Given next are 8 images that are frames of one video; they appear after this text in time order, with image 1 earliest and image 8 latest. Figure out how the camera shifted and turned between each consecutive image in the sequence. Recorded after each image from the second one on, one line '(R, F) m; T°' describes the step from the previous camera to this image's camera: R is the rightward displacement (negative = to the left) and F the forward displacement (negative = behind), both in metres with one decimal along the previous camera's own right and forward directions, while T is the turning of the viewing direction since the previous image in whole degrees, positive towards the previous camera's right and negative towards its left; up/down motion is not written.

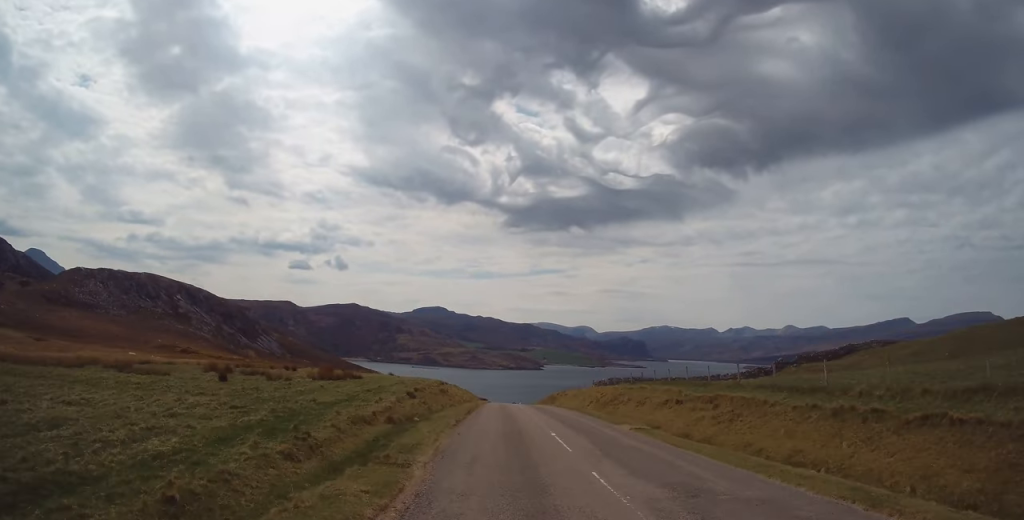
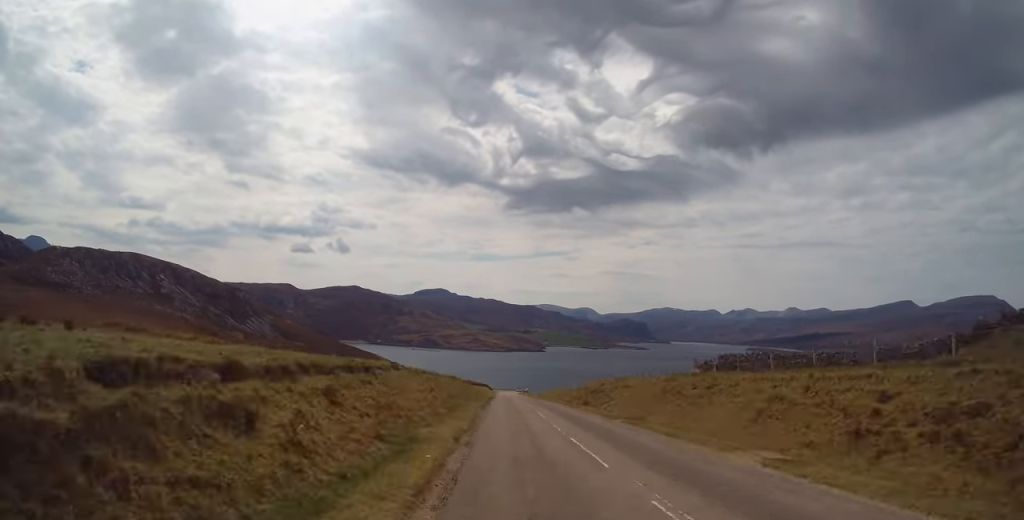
(+0.2, +39.6) m; 0°
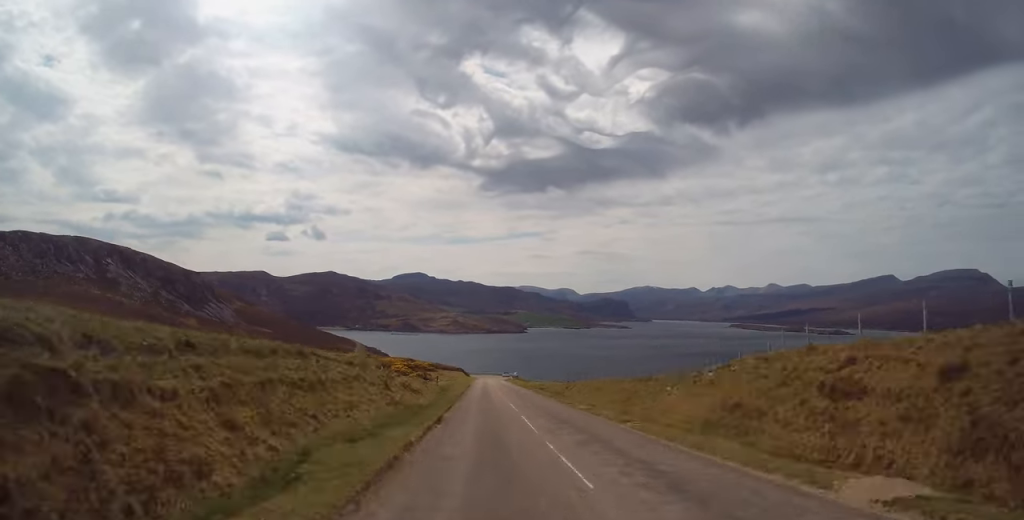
(+0.2, +54.4) m; 0°
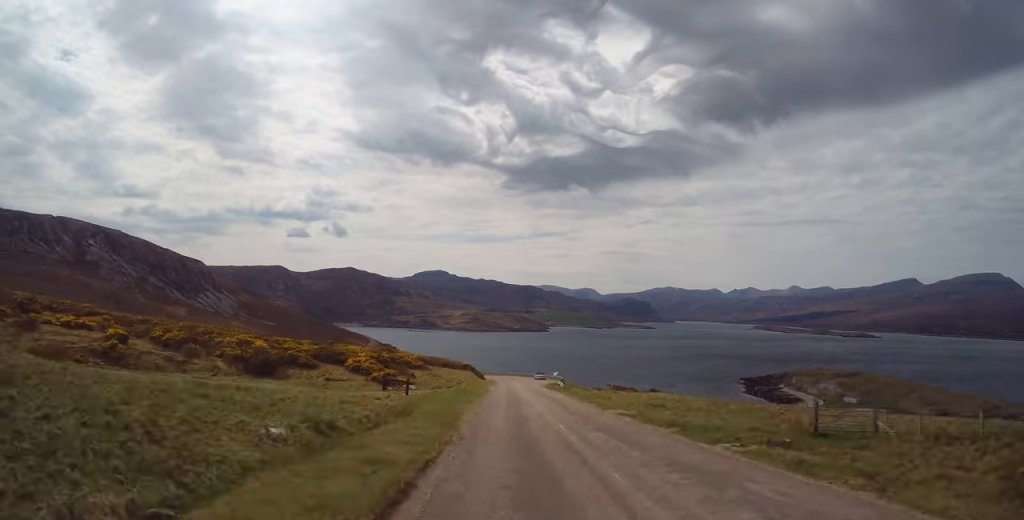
(0.0, +55.2) m; 0°
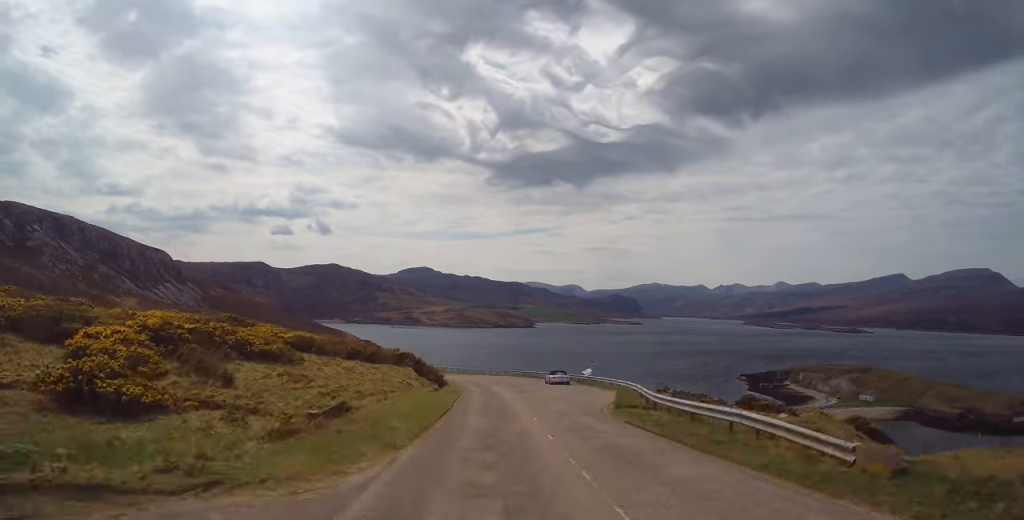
(-0.2, +55.9) m; -3°
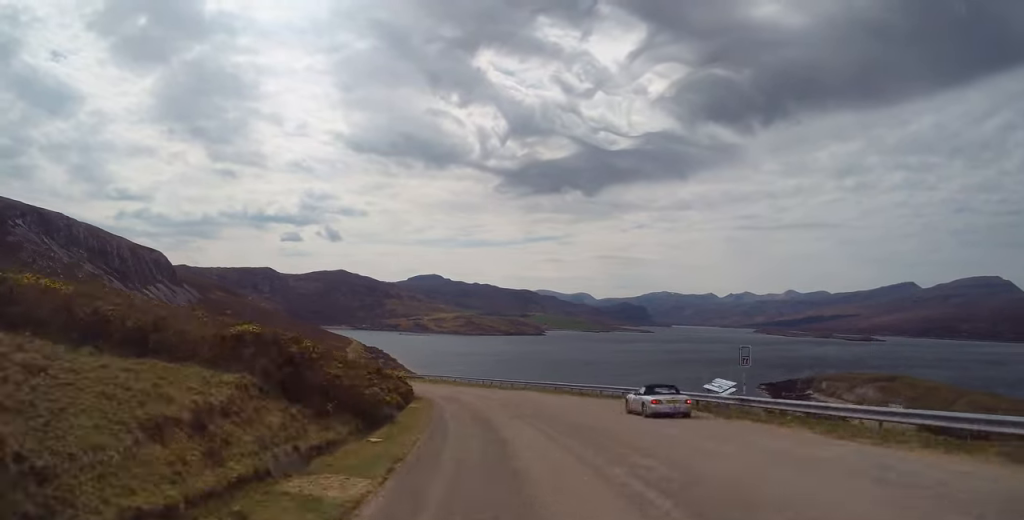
(-0.8, +31.4) m; -5°
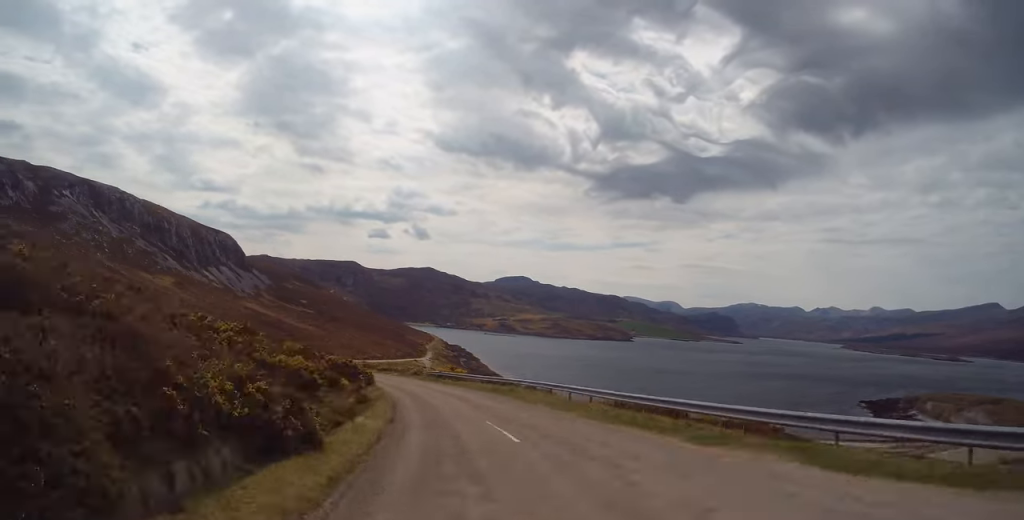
(-2.6, +42.5) m; -10°
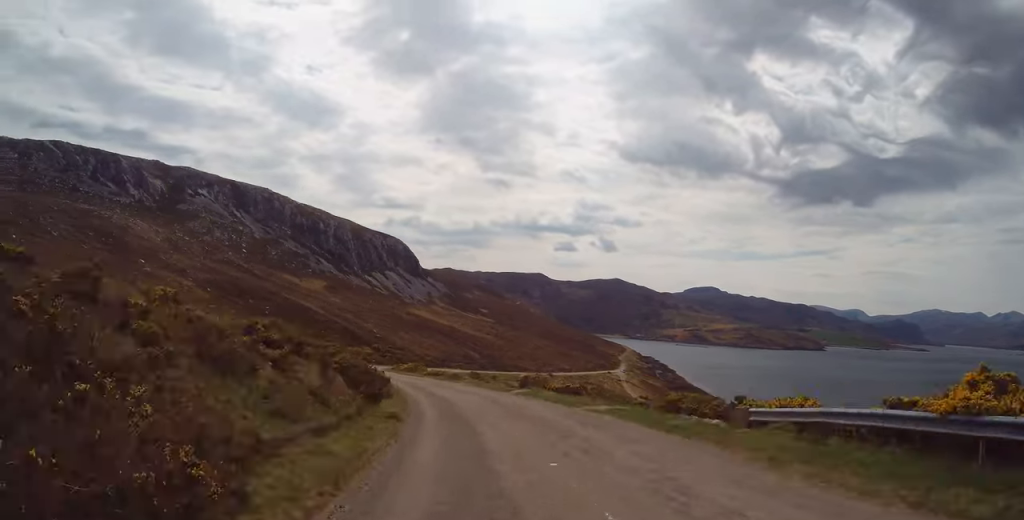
(-7.1, +52.6) m; -14°
